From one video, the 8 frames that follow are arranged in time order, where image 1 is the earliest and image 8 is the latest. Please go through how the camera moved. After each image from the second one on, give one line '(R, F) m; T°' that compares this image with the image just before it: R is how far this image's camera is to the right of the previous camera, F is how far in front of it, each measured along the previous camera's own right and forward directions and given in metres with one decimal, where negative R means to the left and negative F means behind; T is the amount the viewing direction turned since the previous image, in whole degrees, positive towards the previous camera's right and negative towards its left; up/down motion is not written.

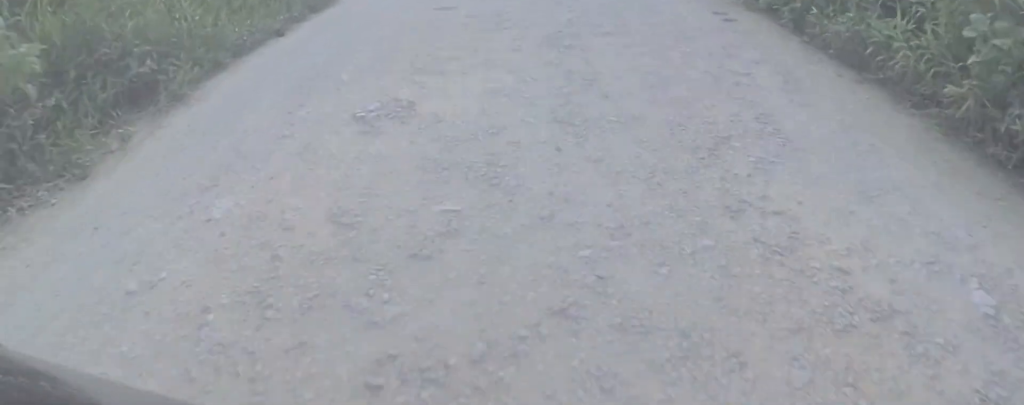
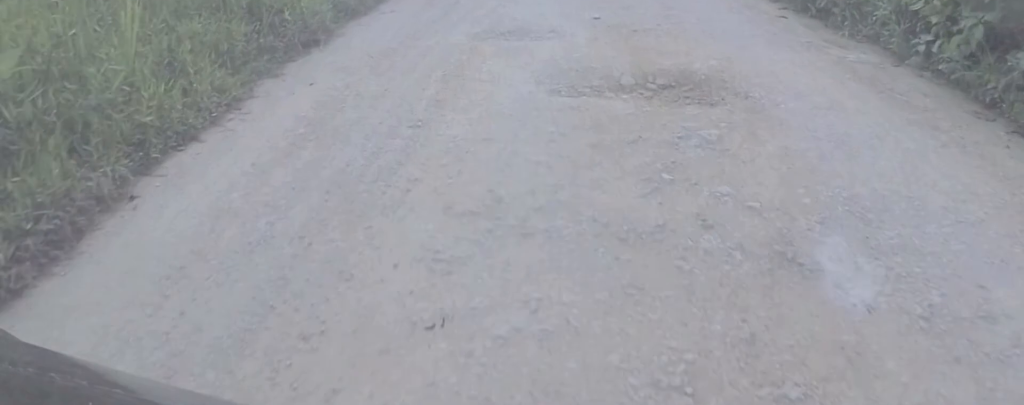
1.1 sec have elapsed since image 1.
(-0.7, +9.1) m; 0°
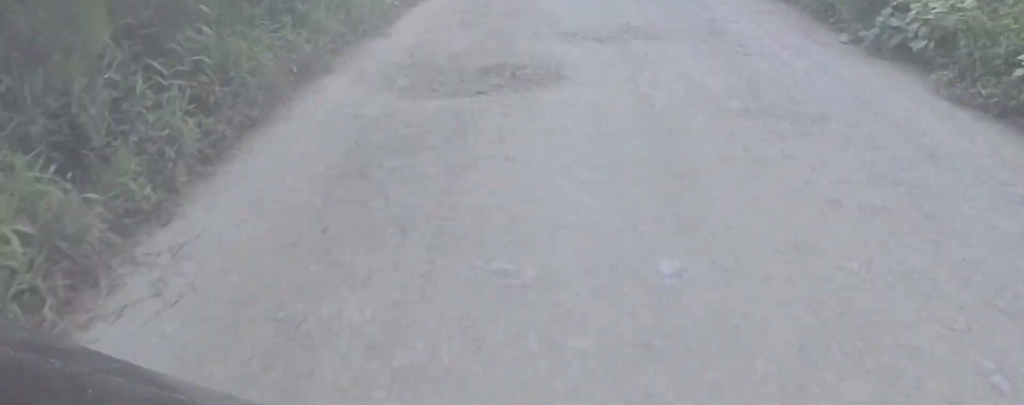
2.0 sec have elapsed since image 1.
(+0.6, +6.8) m; 0°
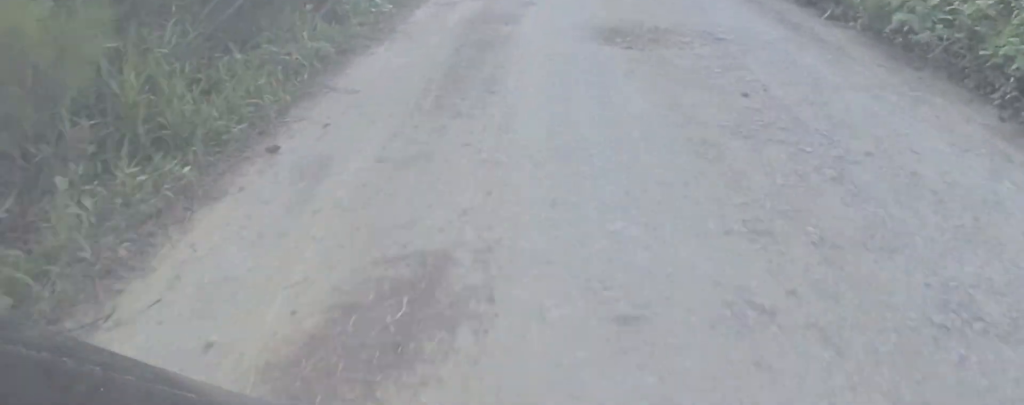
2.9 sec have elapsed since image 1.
(-0.2, +8.0) m; -1°
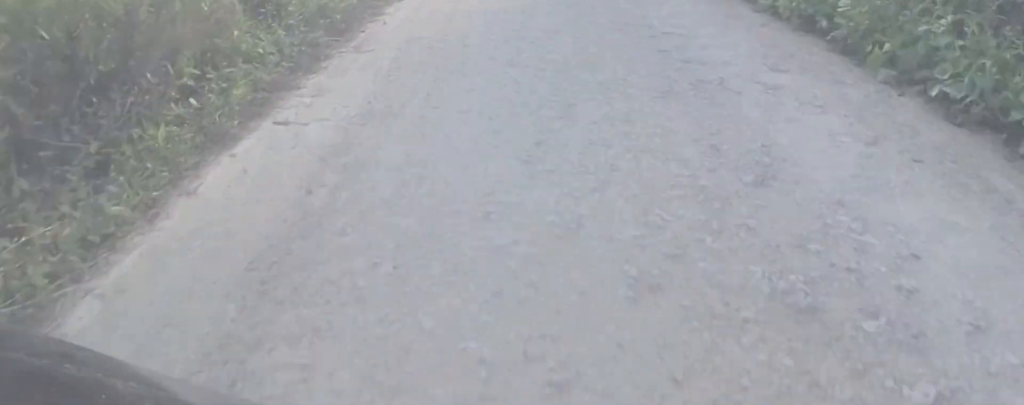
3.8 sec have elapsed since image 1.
(-0.1, +8.4) m; -1°
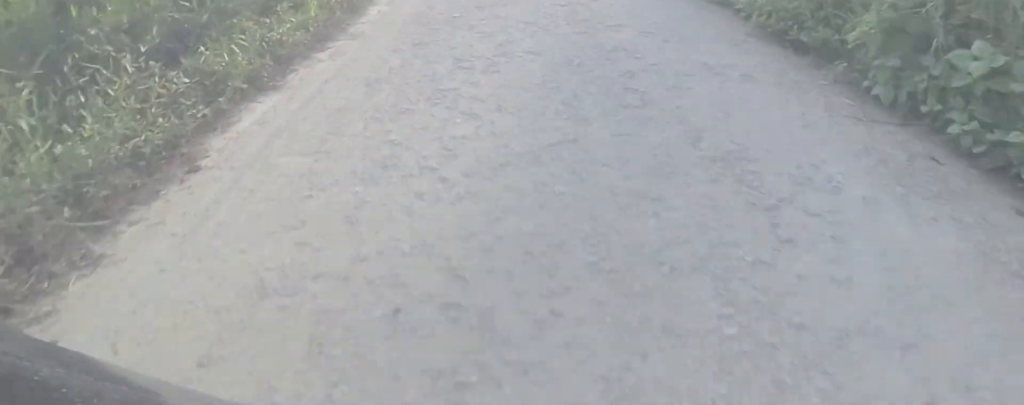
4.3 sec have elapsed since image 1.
(+0.7, +4.3) m; 0°
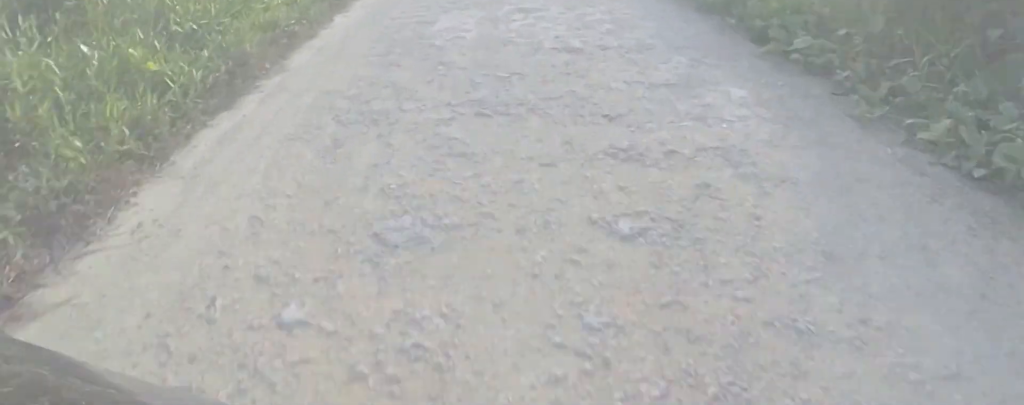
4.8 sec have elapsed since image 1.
(-0.5, +4.5) m; 0°
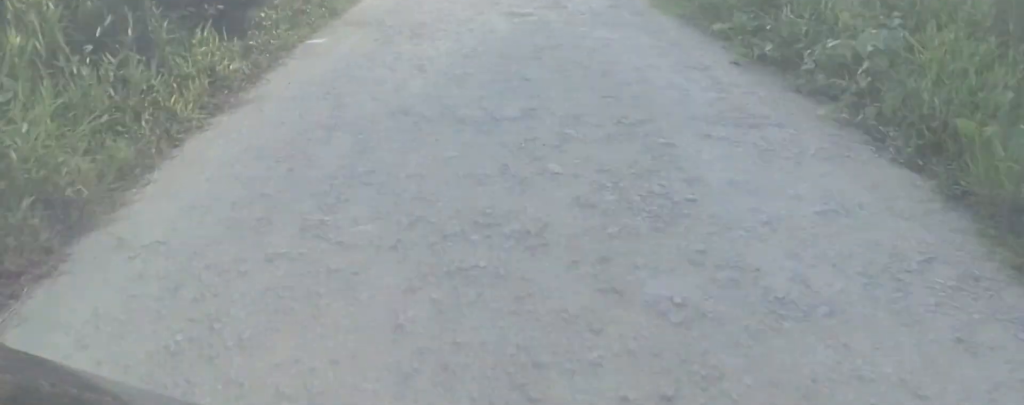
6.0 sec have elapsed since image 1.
(0.0, +11.9) m; +4°
